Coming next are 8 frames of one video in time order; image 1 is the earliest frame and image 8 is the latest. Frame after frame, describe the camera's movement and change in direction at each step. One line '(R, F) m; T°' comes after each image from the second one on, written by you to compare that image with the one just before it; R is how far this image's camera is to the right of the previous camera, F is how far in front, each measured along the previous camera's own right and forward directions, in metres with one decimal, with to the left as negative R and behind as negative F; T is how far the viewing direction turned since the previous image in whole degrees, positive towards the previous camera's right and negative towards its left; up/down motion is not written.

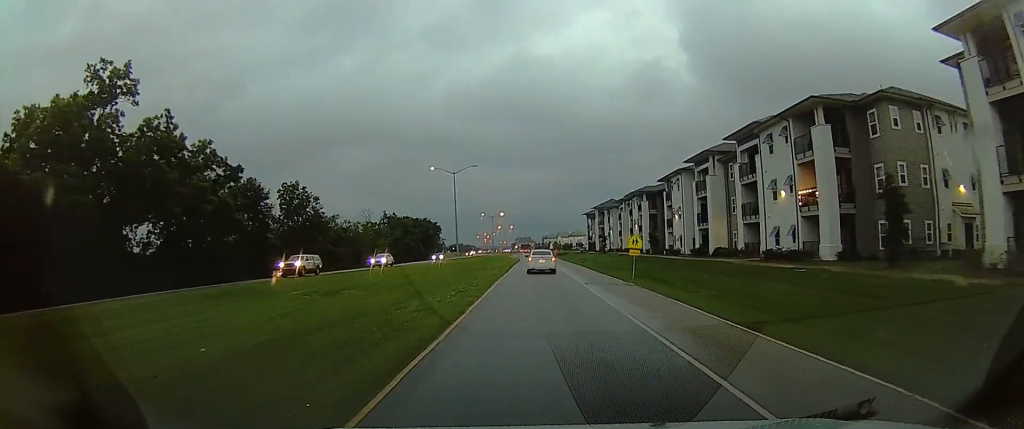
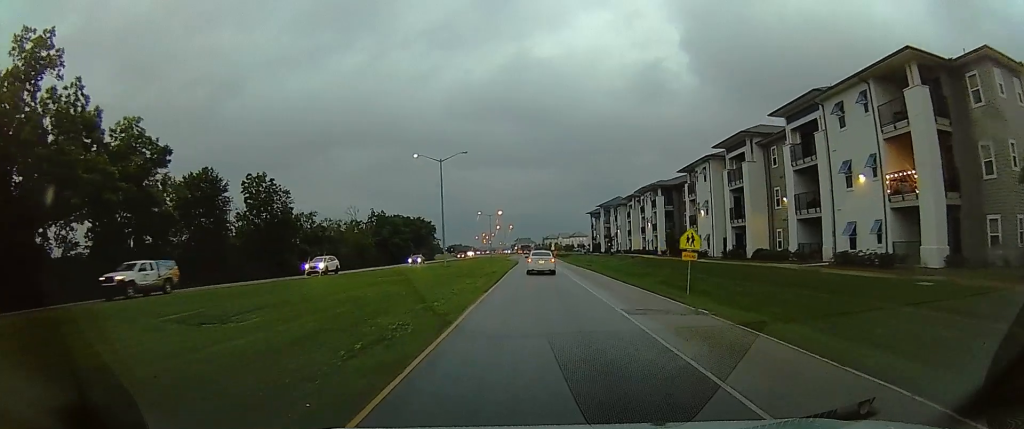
(0.0, +11.1) m; 0°
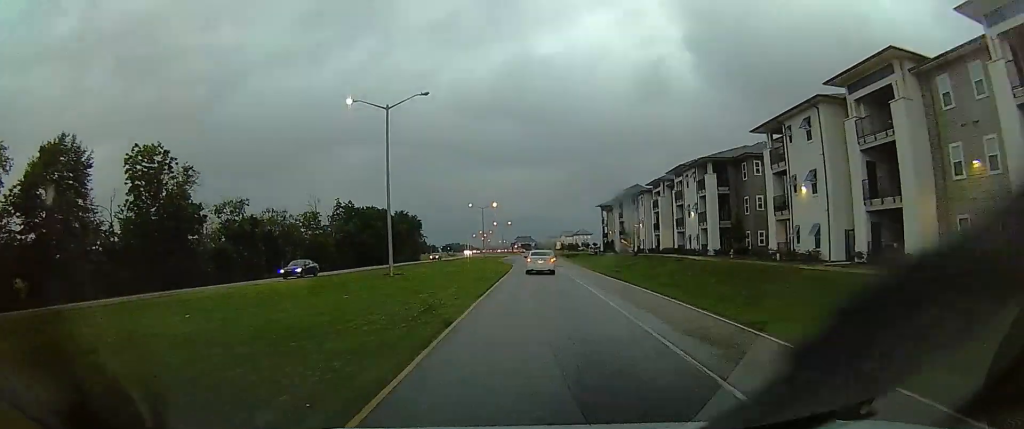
(0.0, +22.6) m; 0°
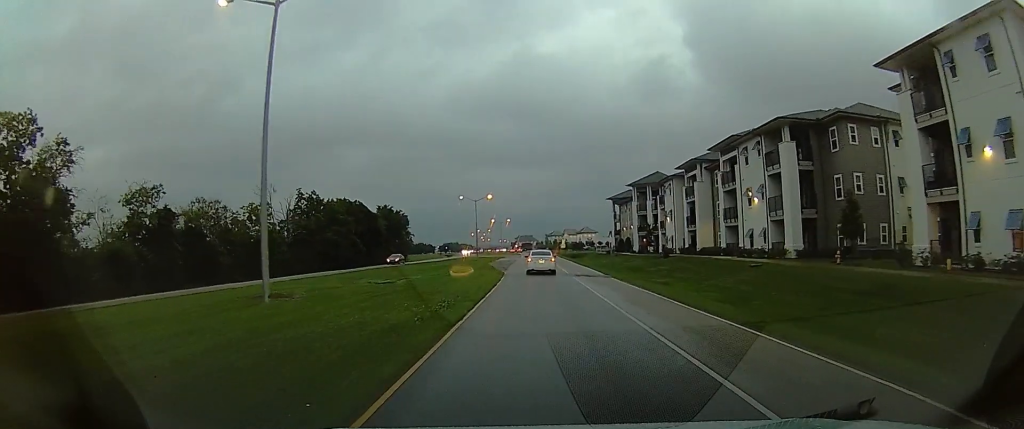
(0.0, +18.3) m; 0°
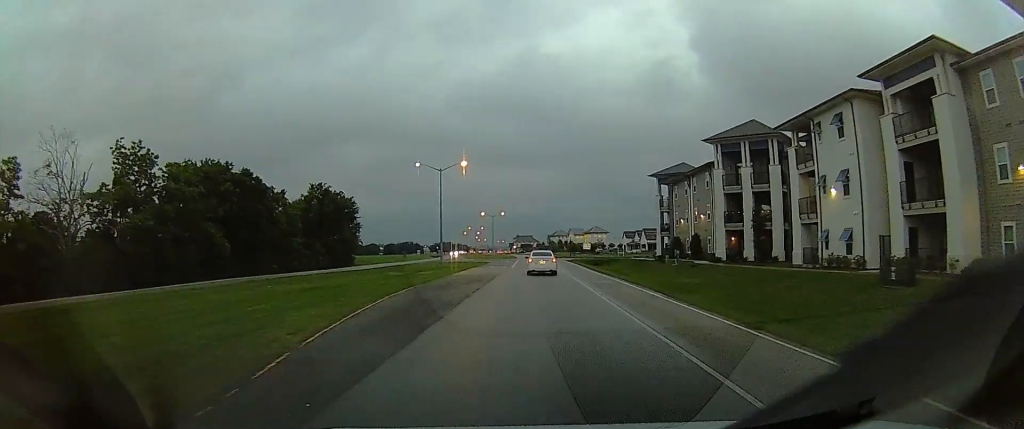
(0.0, +43.1) m; 0°
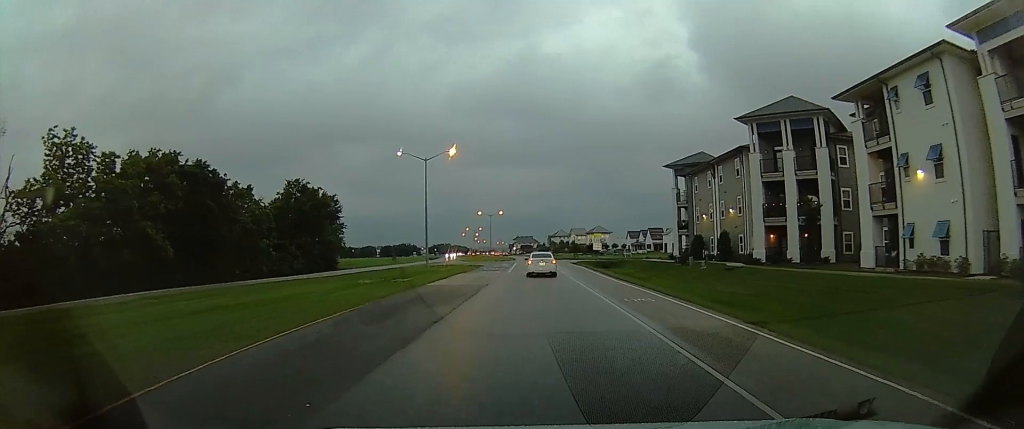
(0.0, +9.1) m; 0°
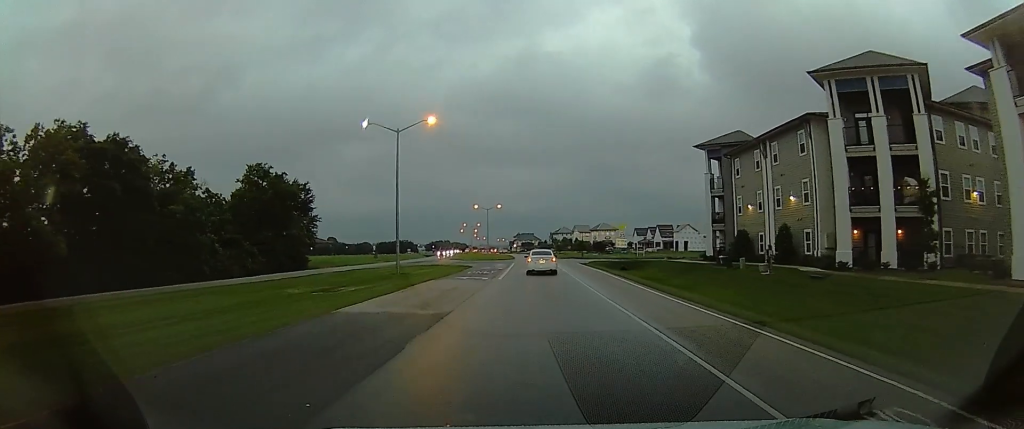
(0.0, +13.2) m; 0°
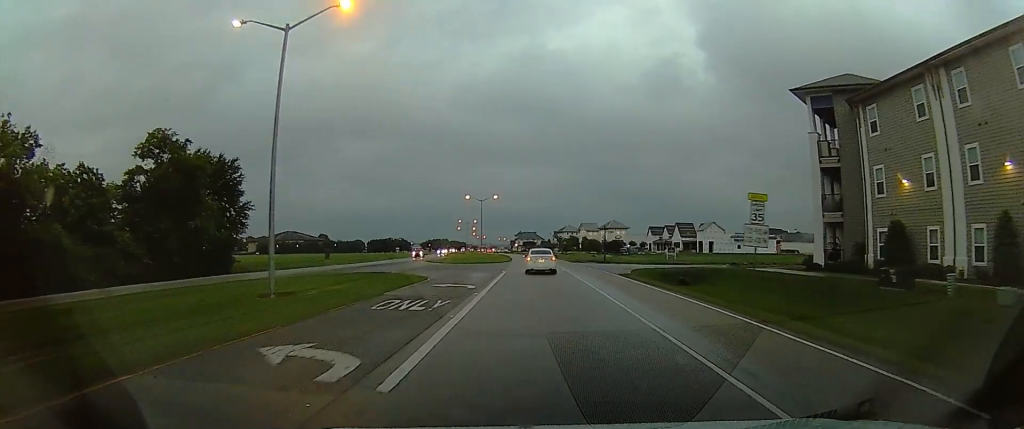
(0.0, +22.3) m; -3°
